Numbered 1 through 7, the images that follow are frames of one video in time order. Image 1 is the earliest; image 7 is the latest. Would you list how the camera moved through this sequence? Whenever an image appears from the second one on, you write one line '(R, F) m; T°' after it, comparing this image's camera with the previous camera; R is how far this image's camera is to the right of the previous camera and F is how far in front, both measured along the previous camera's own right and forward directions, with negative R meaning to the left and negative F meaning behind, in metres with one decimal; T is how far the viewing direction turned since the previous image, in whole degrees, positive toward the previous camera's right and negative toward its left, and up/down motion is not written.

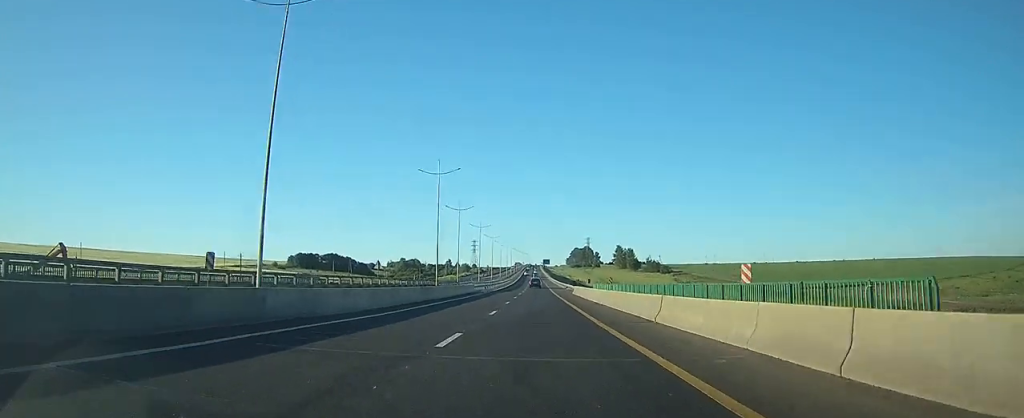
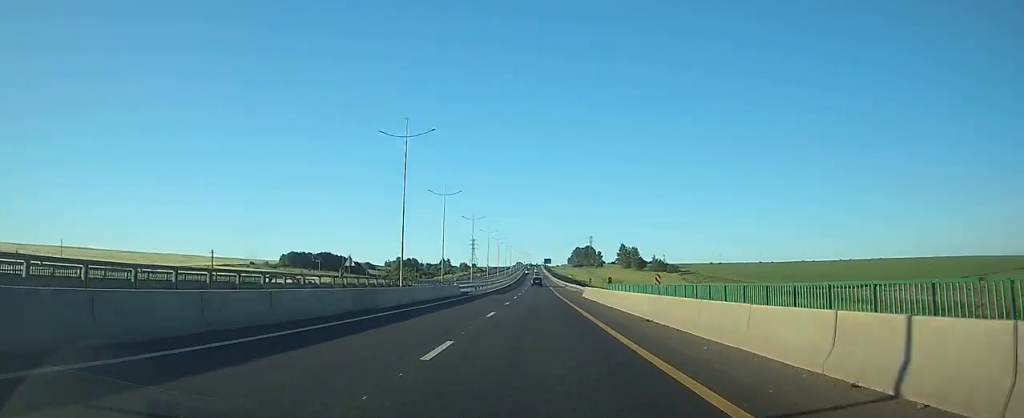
(0.0, +13.8) m; 0°
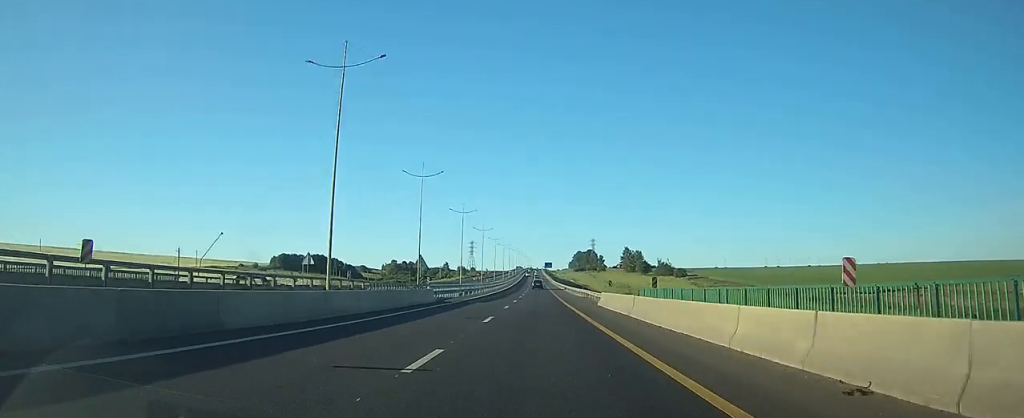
(0.0, +13.7) m; 0°
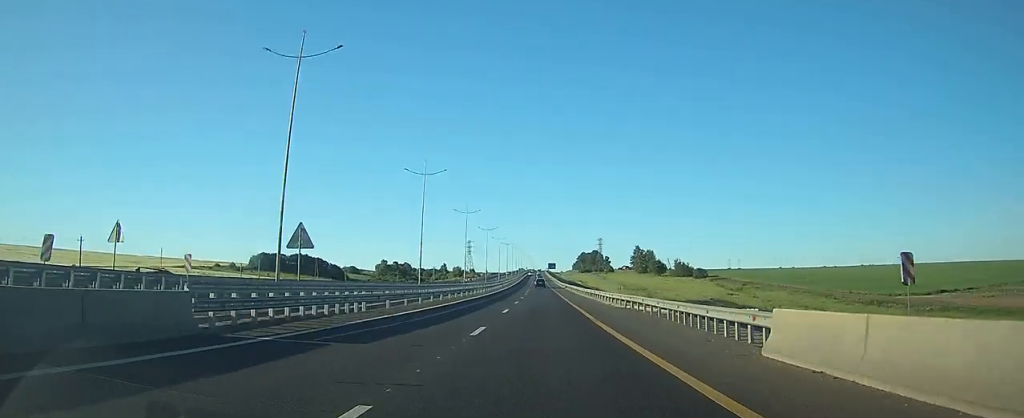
(-0.1, +29.8) m; 0°
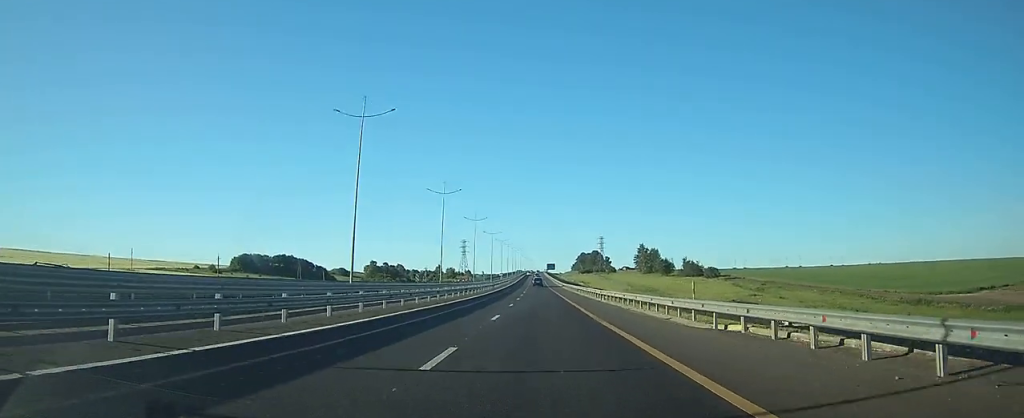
(0.0, +18.7) m; 0°
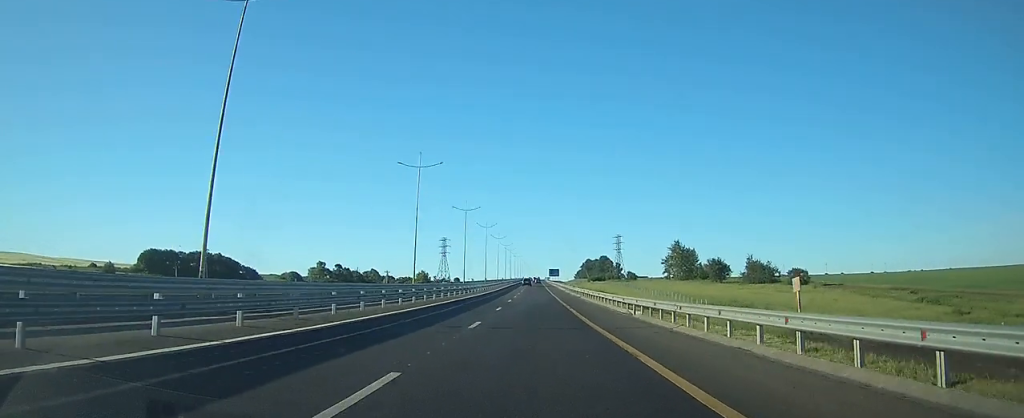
(0.0, +75.7) m; 0°
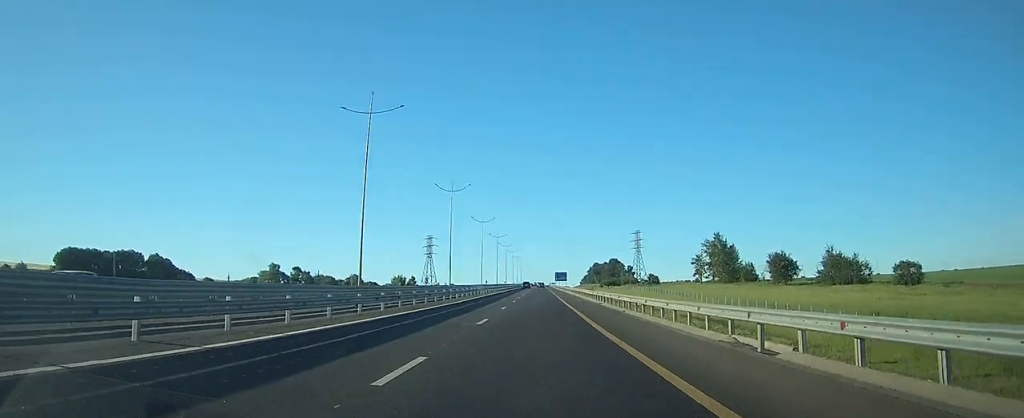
(-0.1, +46.4) m; 0°
